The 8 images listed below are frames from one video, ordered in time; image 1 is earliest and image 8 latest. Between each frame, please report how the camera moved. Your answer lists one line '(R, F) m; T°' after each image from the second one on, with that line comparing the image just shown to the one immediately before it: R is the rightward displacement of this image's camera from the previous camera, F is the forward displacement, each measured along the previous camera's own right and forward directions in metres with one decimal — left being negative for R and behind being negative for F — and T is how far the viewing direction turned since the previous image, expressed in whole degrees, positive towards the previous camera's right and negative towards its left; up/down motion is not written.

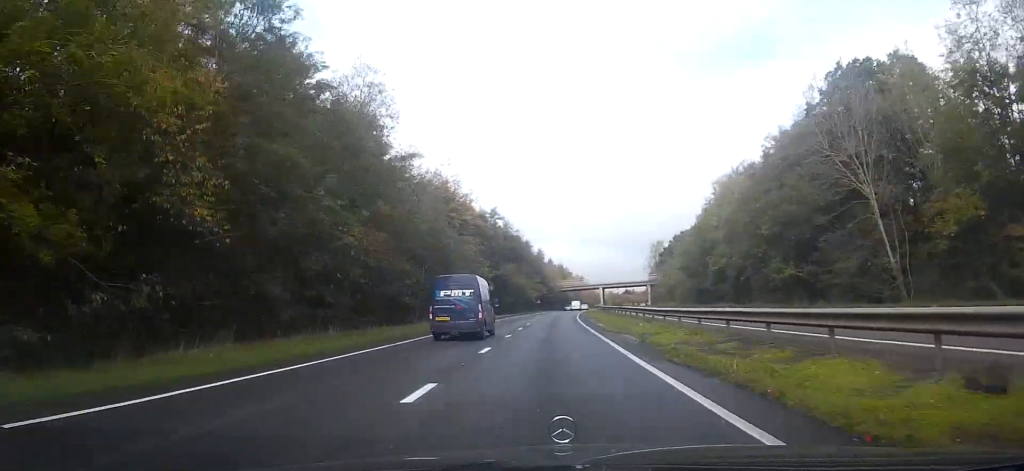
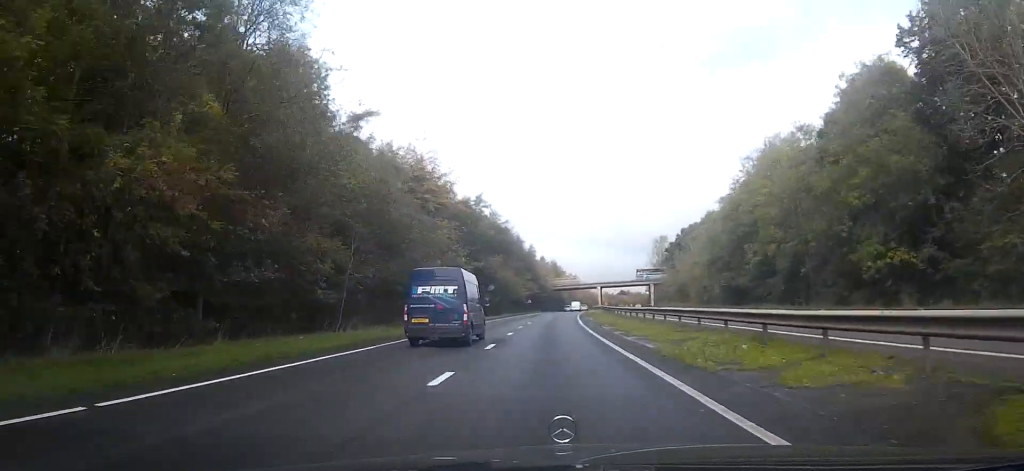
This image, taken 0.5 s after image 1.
(0.0, +15.8) m; 0°
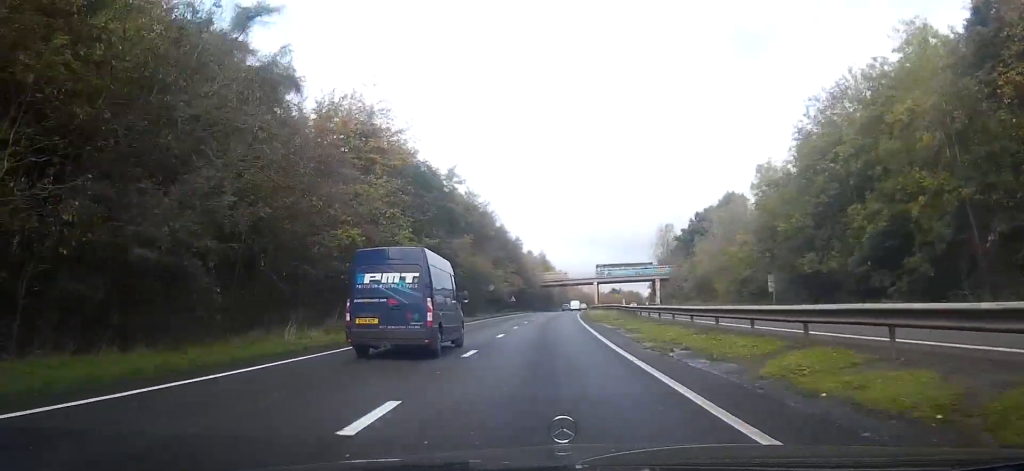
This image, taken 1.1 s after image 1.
(0.0, +21.4) m; 0°
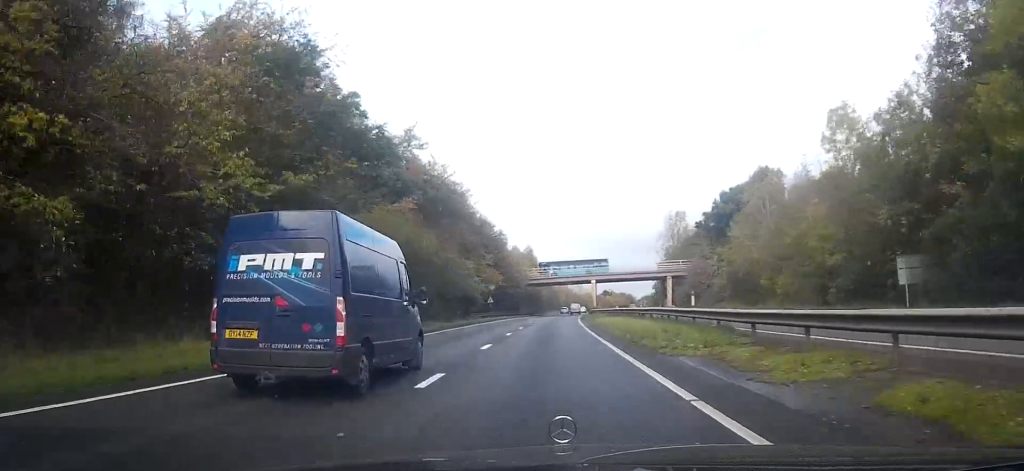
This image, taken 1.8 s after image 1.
(0.0, +22.6) m; 0°
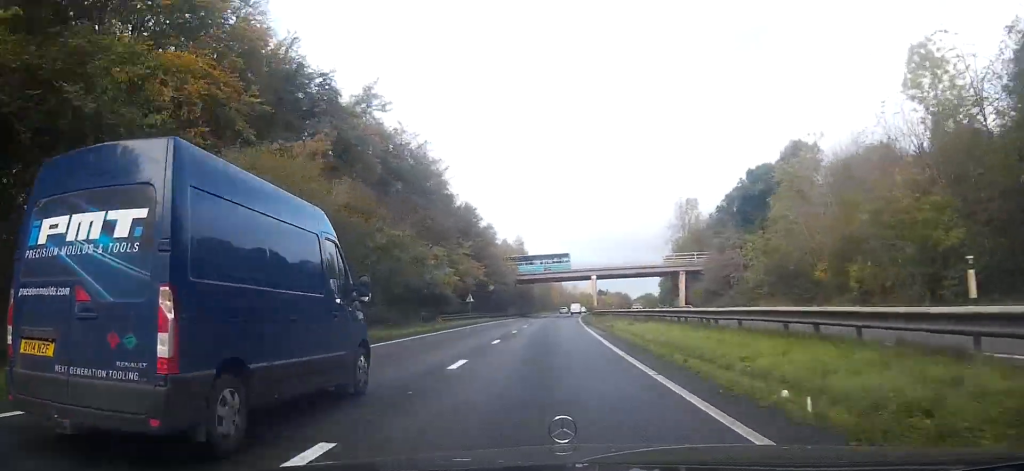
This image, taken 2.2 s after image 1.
(0.0, +14.6) m; +1°
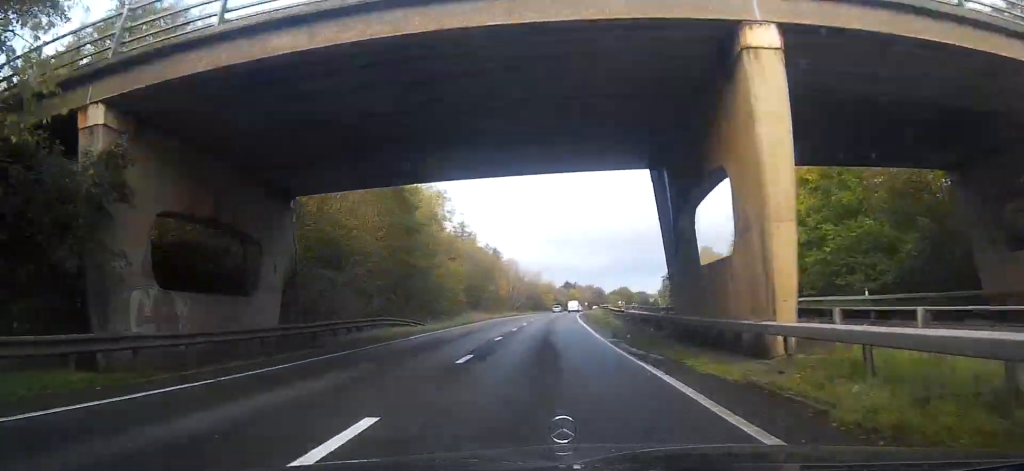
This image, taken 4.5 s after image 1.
(+3.8, +77.1) m; +5°
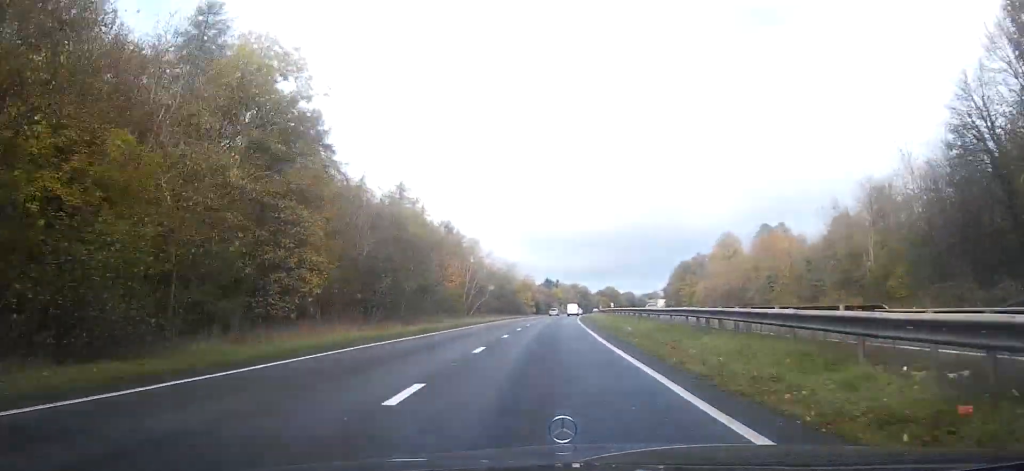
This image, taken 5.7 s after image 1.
(+0.3, +41.0) m; 0°
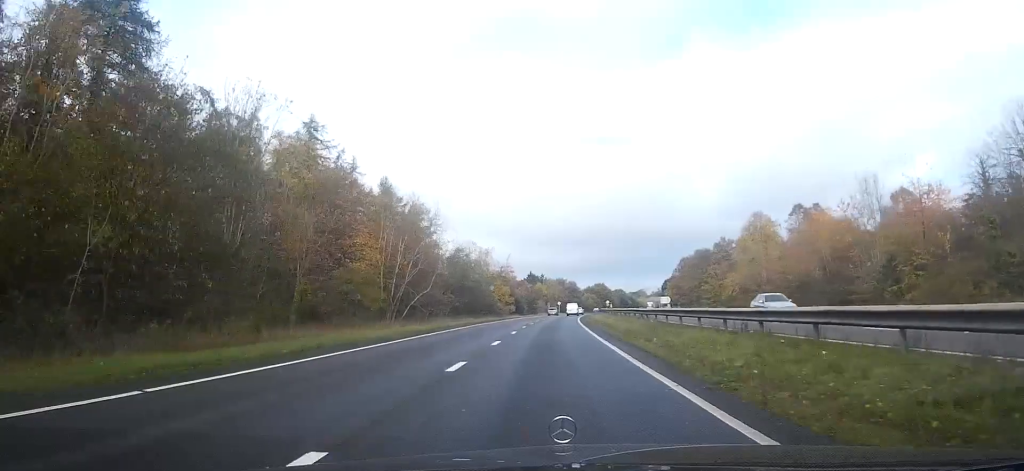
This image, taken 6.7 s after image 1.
(0.0, +30.5) m; +1°
